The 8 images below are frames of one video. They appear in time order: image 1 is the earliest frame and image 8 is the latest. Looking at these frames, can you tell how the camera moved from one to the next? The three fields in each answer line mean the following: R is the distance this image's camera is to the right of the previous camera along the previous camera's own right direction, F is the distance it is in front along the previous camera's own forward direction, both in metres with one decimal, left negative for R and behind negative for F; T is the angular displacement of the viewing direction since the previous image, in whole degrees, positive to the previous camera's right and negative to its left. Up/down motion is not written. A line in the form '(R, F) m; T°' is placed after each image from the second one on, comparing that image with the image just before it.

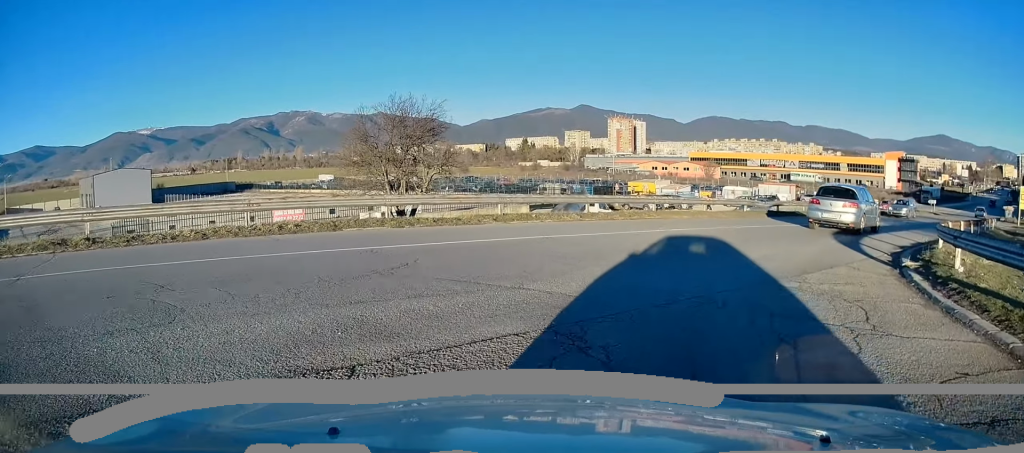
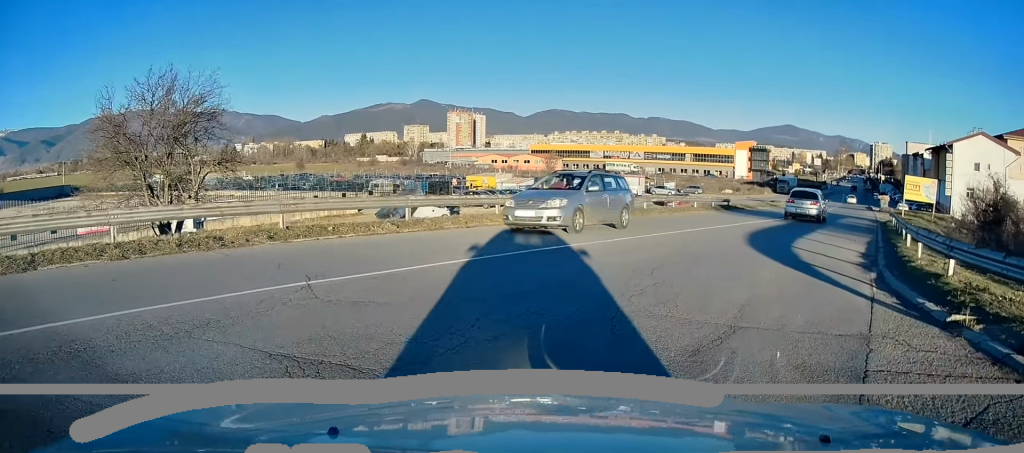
(+0.4, +6.1) m; +16°
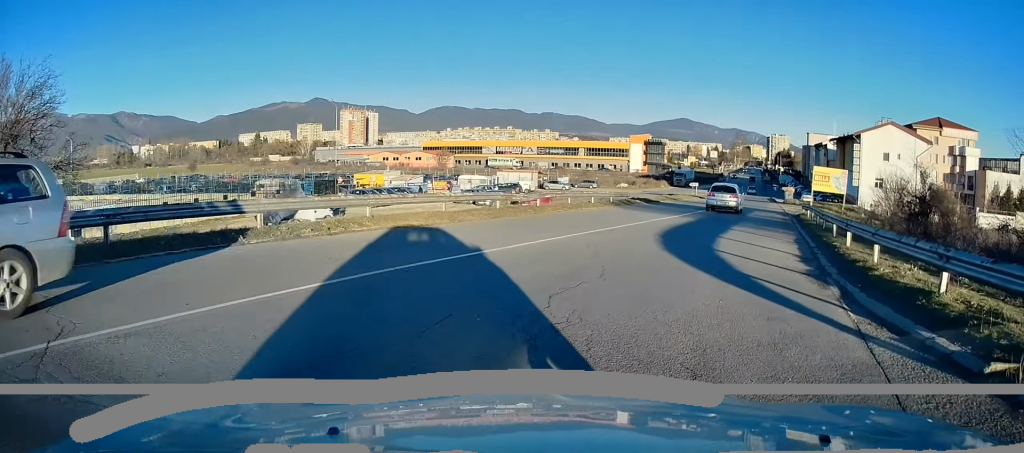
(+0.2, +2.0) m; +8°
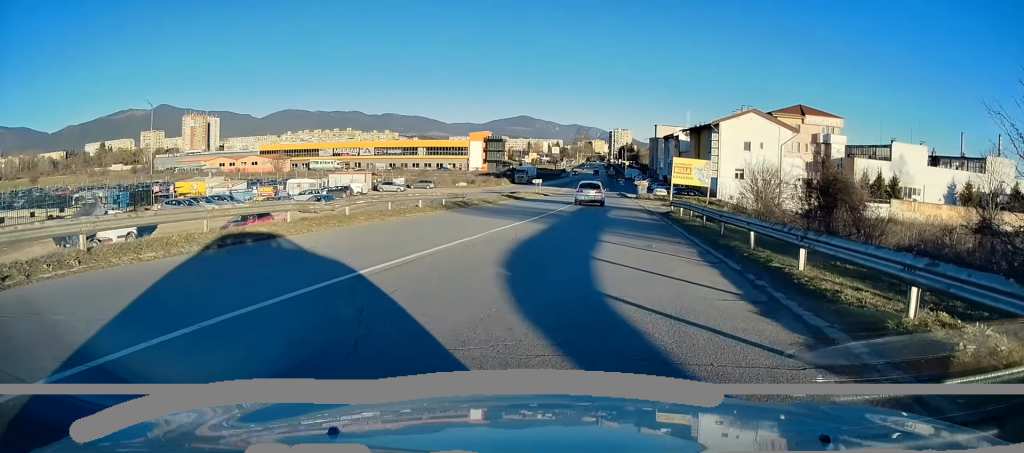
(+0.4, +4.1) m; +5°
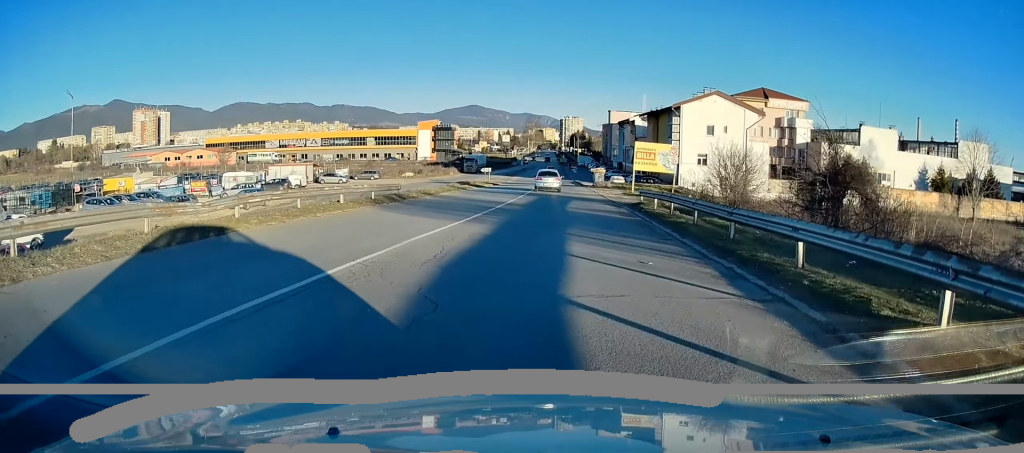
(0.0, +3.6) m; +1°
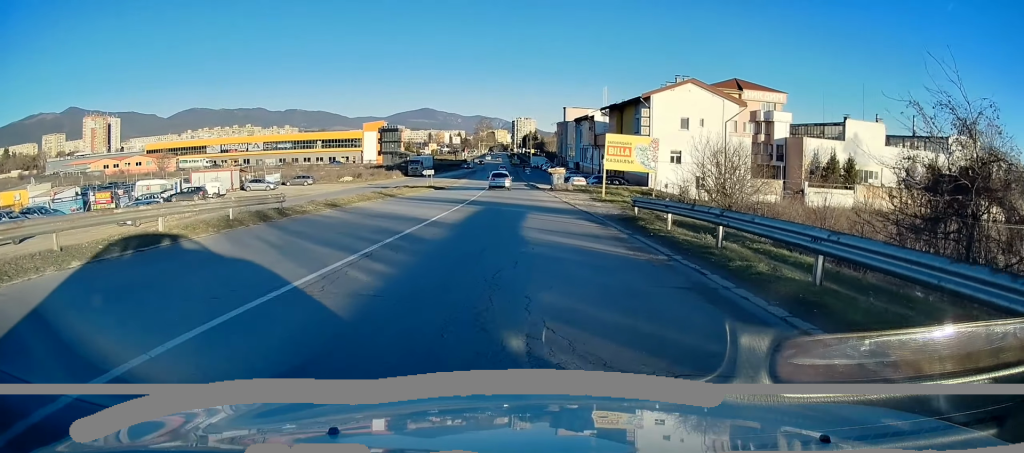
(+0.8, +8.3) m; +12°
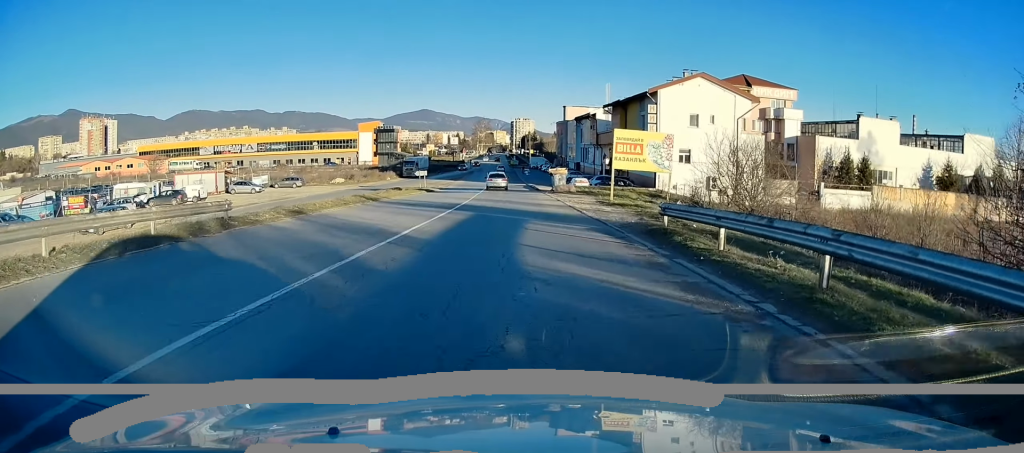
(+0.1, +3.6) m; +2°
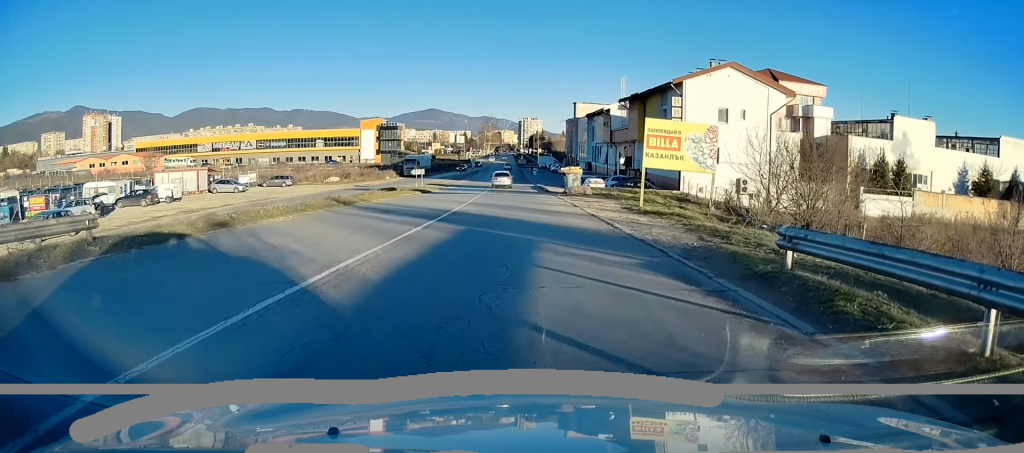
(0.0, +5.4) m; 0°
